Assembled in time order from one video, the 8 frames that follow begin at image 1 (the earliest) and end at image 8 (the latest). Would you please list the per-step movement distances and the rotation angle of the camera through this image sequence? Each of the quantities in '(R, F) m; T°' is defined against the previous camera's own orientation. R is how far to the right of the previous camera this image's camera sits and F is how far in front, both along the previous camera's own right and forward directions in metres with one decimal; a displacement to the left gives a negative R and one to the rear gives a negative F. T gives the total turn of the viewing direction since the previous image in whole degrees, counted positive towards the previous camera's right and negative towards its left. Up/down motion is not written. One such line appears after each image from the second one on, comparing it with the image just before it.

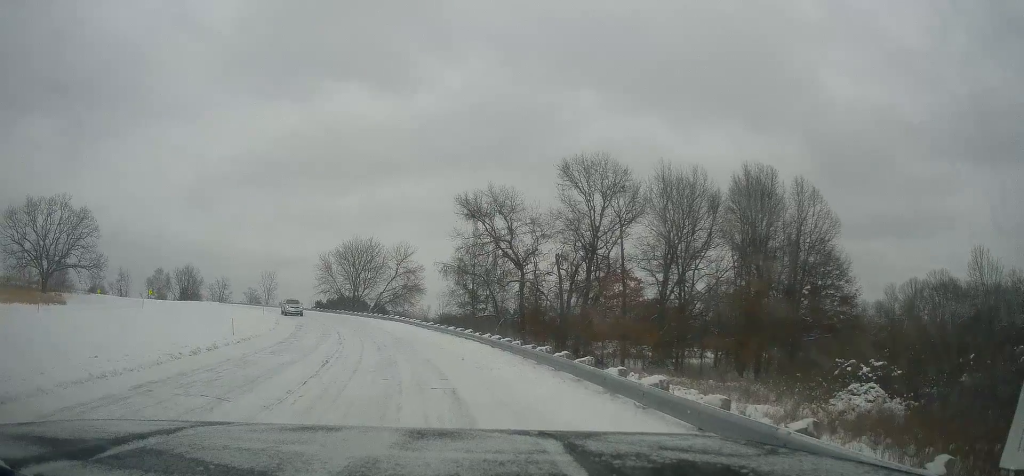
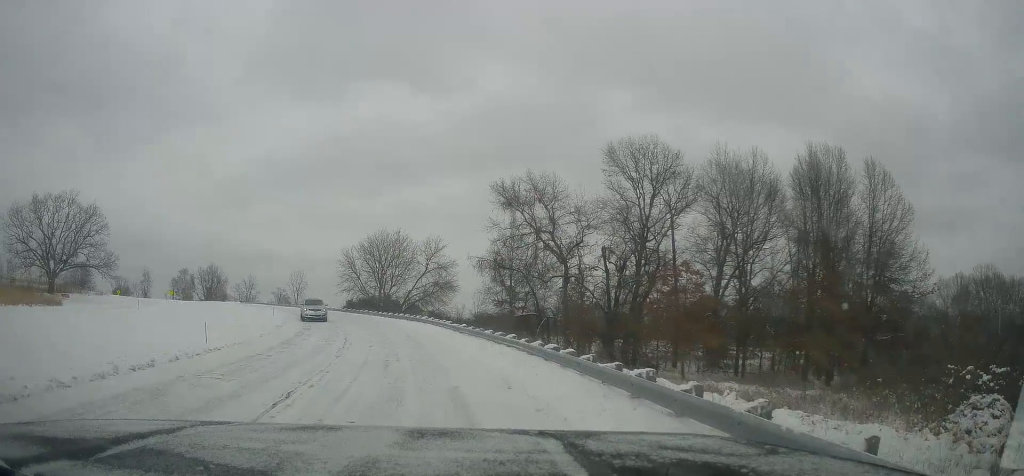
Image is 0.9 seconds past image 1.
(-0.2, +6.4) m; -2°
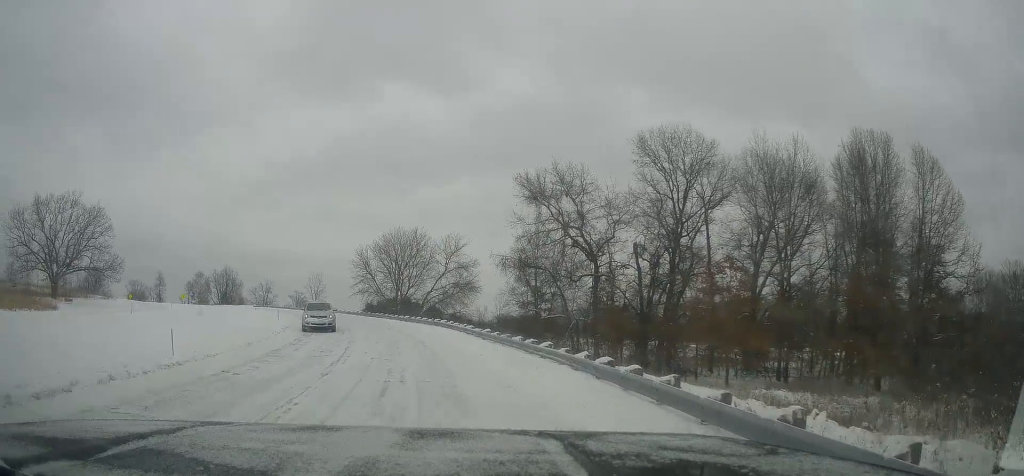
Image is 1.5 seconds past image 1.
(0.0, +4.1) m; 0°
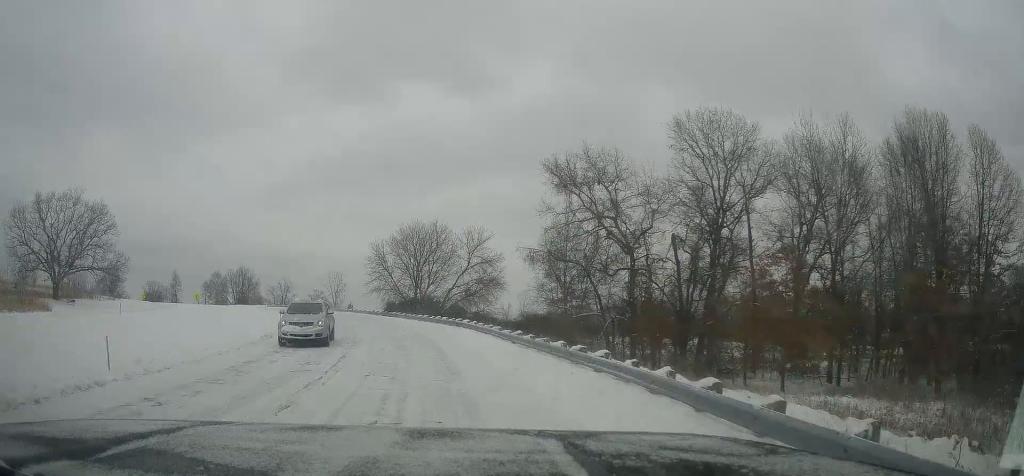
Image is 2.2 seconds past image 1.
(0.0, +4.5) m; 0°
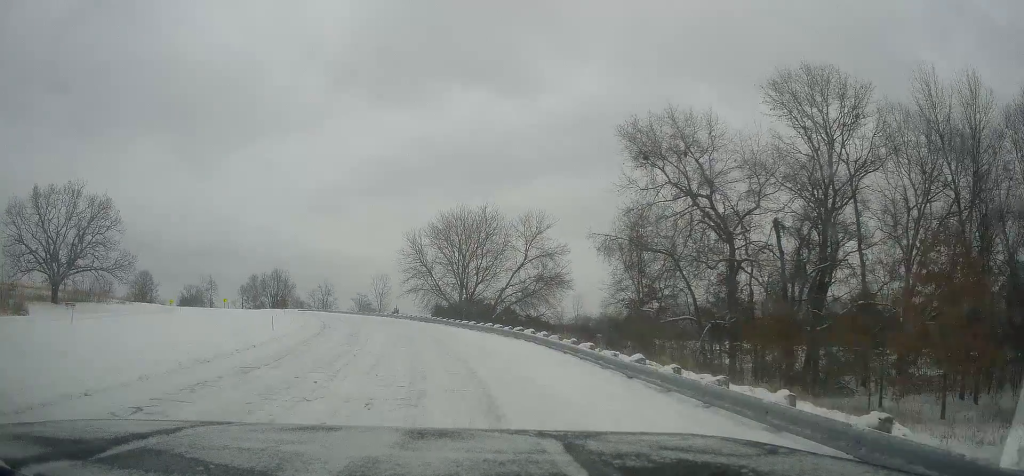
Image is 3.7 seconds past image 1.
(-0.2, +10.2) m; -6°
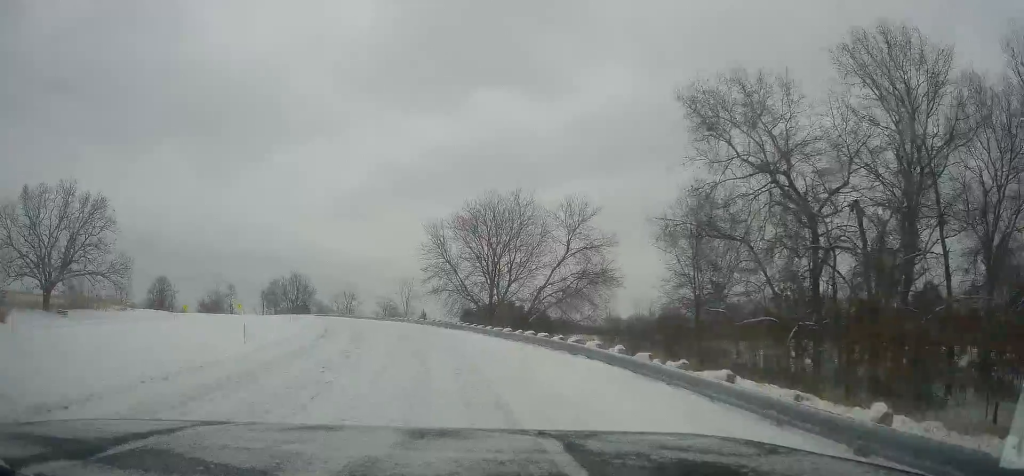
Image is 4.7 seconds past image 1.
(-0.5, +7.1) m; -5°
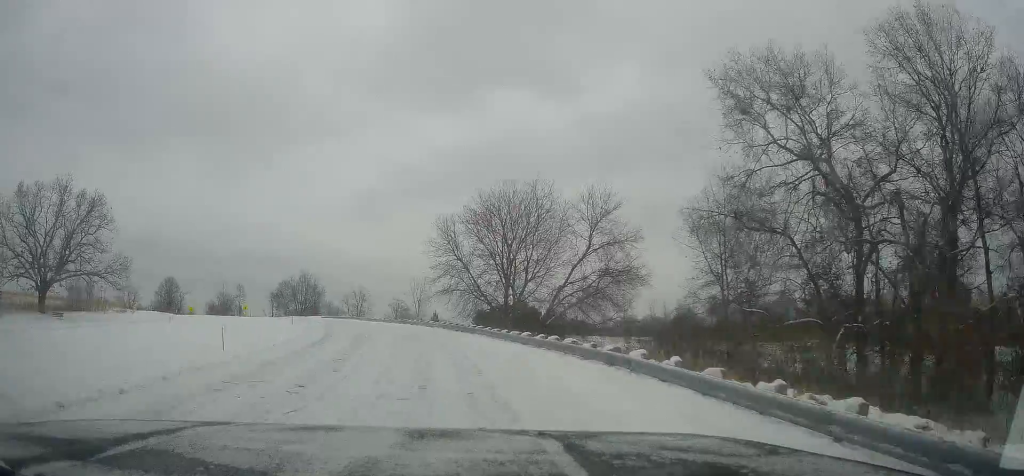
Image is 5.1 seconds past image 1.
(0.0, +3.3) m; -2°
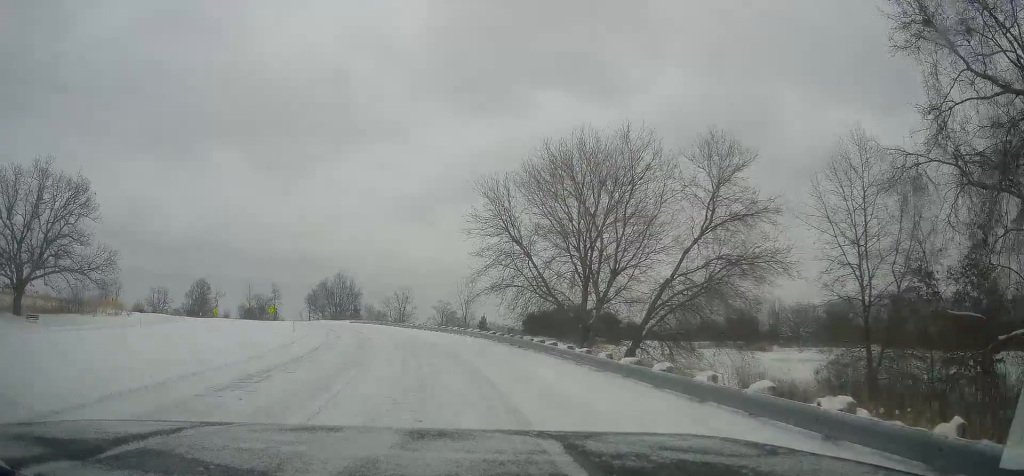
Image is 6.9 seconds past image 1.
(-0.9, +12.9) m; -8°
